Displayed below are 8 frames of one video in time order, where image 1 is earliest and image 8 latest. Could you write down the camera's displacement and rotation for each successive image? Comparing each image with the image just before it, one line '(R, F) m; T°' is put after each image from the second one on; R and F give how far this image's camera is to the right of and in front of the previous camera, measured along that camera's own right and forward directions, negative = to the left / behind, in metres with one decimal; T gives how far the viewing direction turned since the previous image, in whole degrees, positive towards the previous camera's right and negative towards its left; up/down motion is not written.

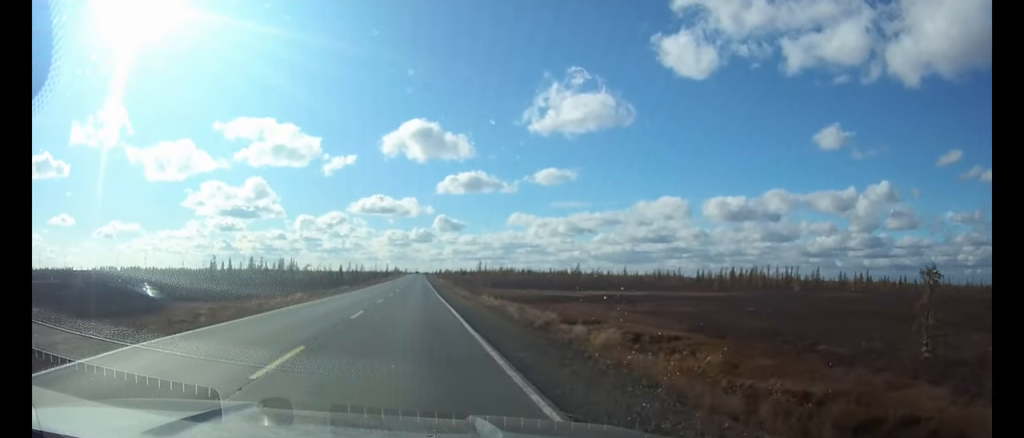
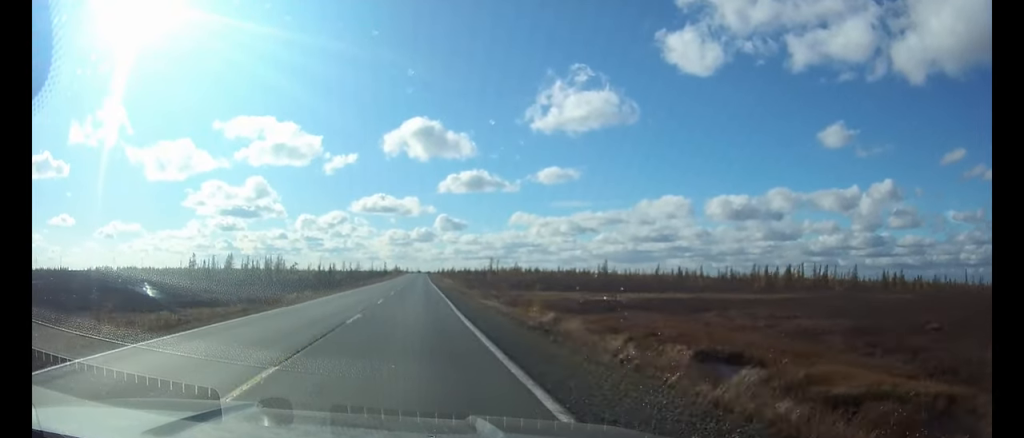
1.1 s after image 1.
(0.0, +28.9) m; 0°
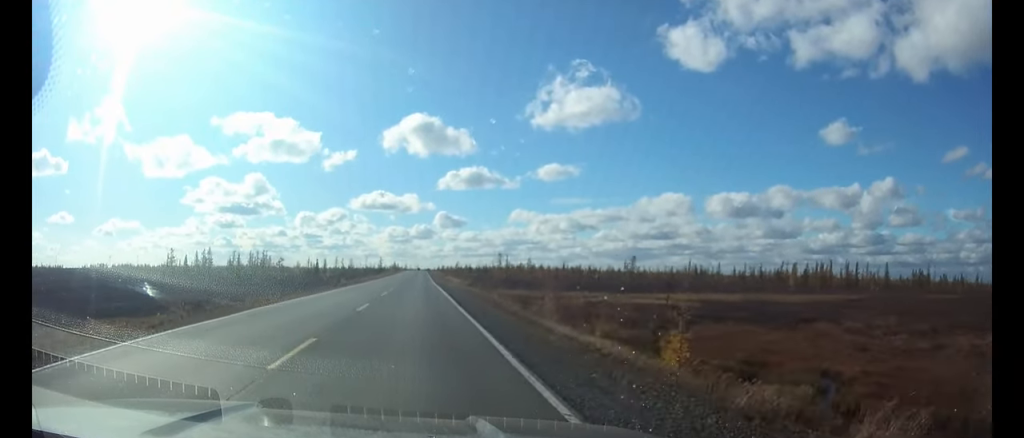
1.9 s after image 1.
(0.0, +23.0) m; 0°
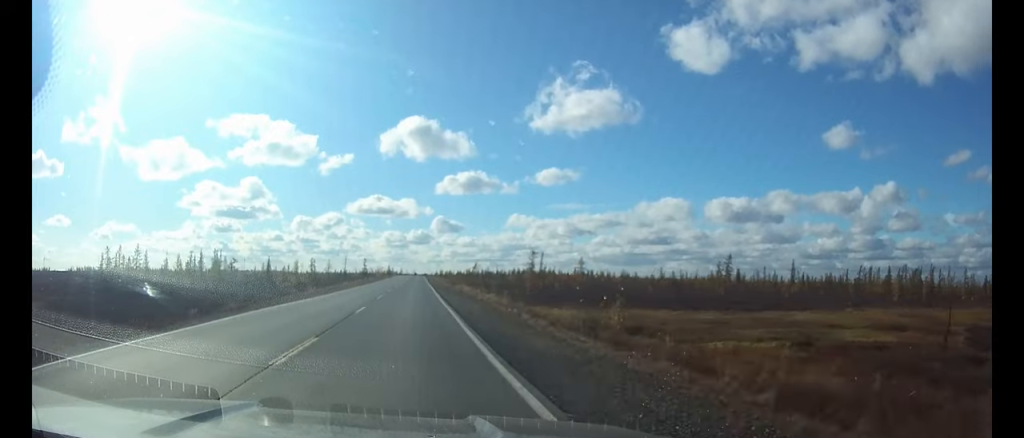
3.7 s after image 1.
(+0.1, +50.1) m; 0°
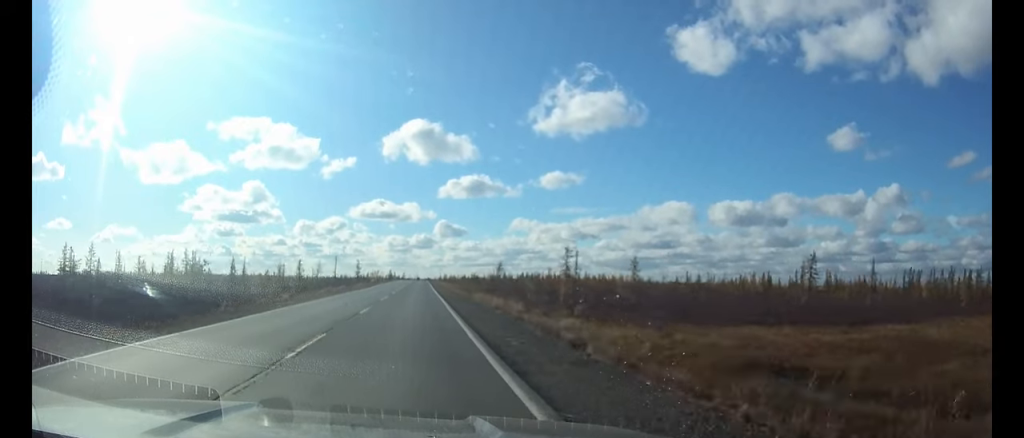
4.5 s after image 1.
(0.0, +23.7) m; 0°
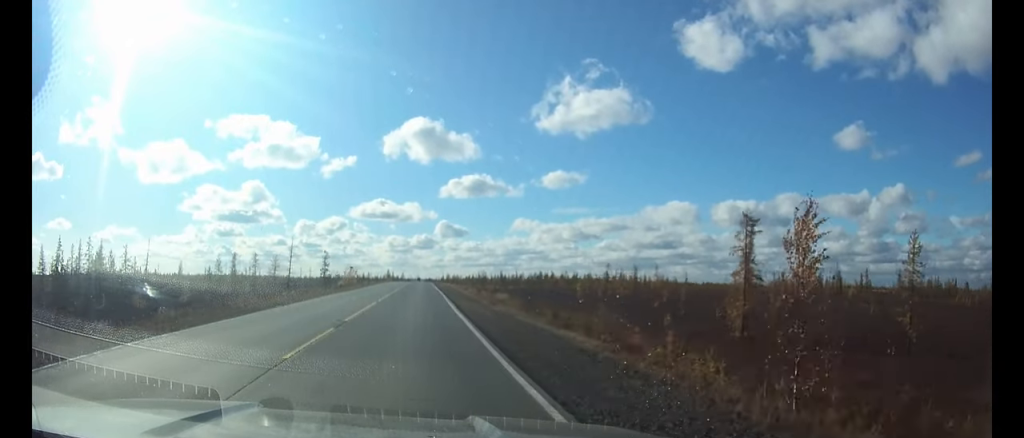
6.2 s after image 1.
(-0.1, +46.9) m; 0°
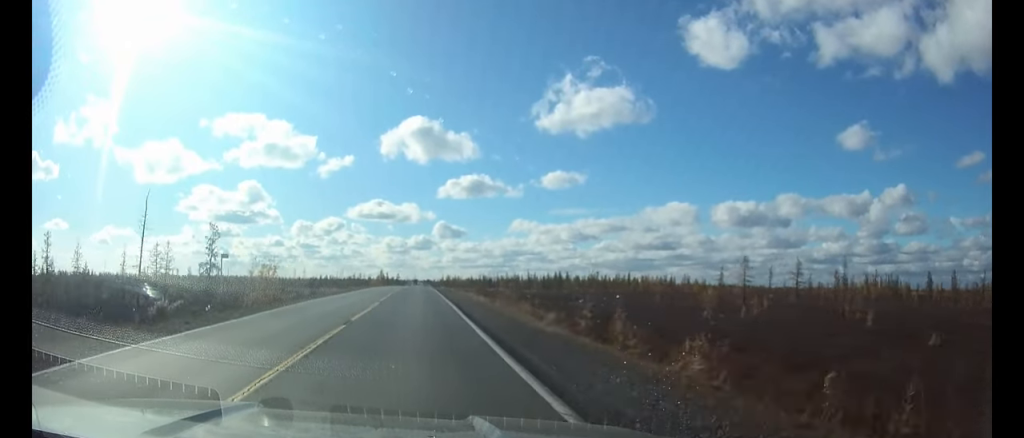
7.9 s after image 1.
(+0.1, +48.1) m; 0°
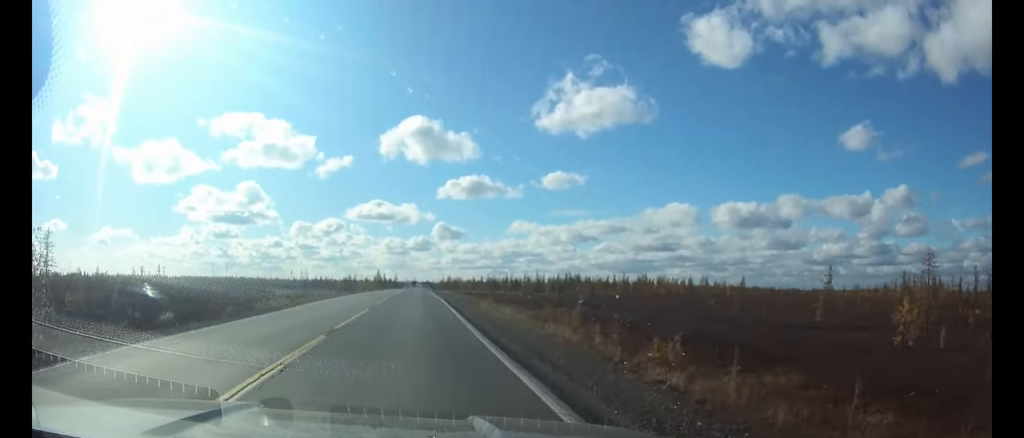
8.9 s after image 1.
(0.0, +26.8) m; 0°
